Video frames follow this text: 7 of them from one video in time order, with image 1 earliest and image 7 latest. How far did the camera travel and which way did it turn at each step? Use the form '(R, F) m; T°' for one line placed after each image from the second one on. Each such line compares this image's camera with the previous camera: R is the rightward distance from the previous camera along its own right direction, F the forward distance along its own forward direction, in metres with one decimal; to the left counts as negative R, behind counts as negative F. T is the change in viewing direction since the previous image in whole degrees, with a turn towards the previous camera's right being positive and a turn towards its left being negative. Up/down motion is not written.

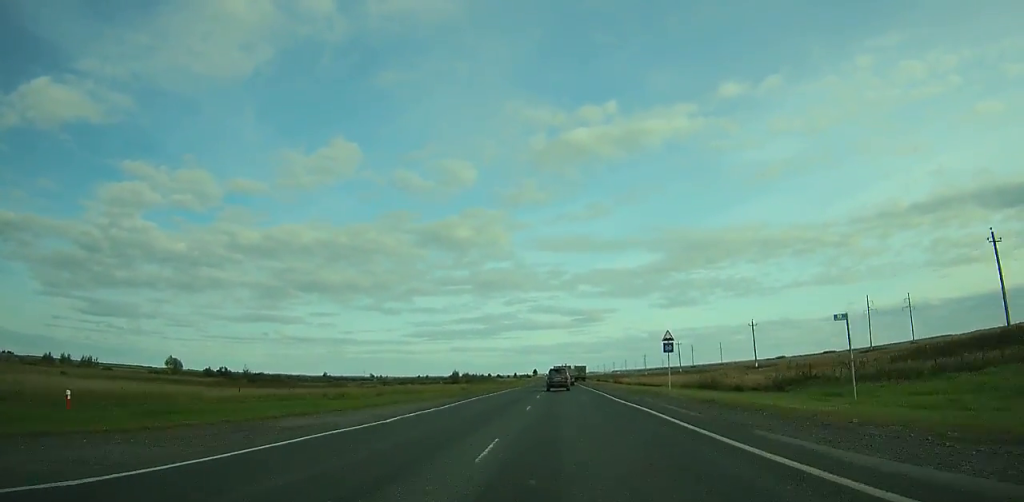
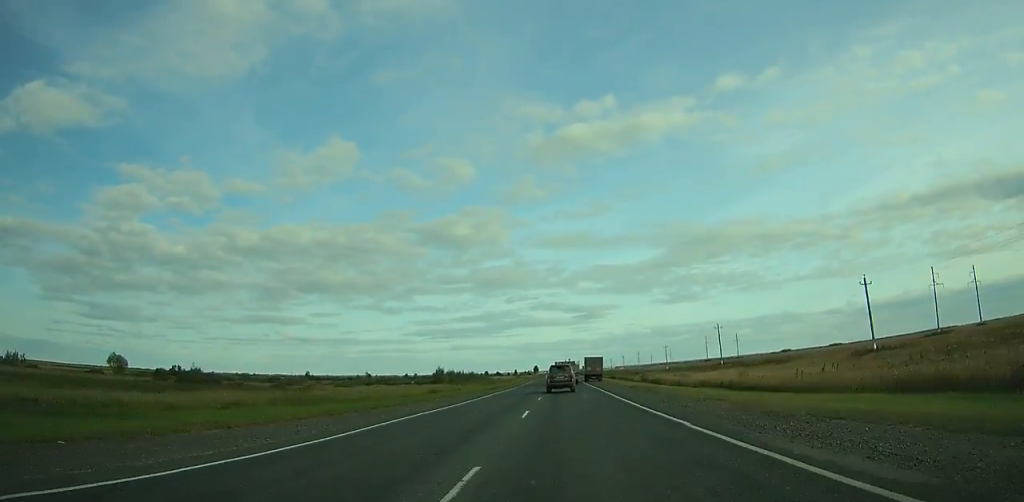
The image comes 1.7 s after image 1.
(0.0, +40.8) m; 0°
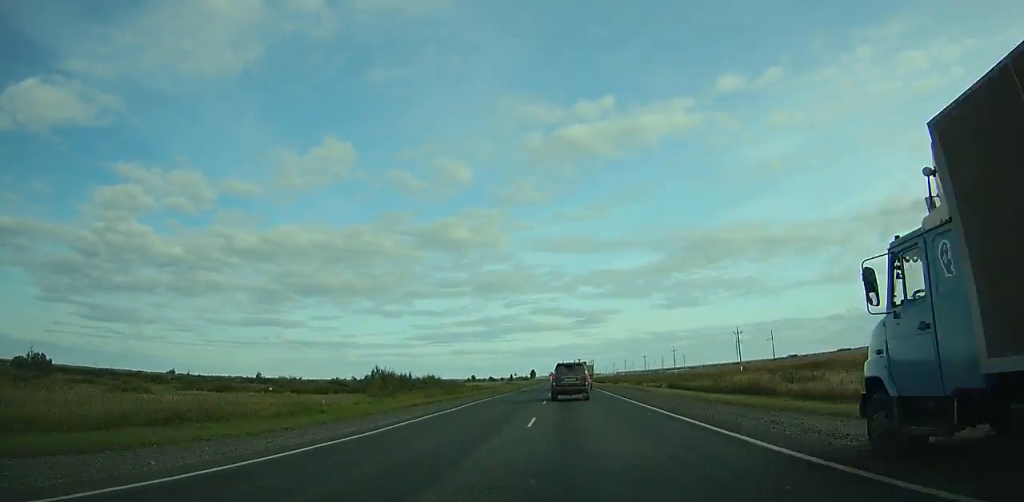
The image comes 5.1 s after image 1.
(-0.1, +76.6) m; 0°
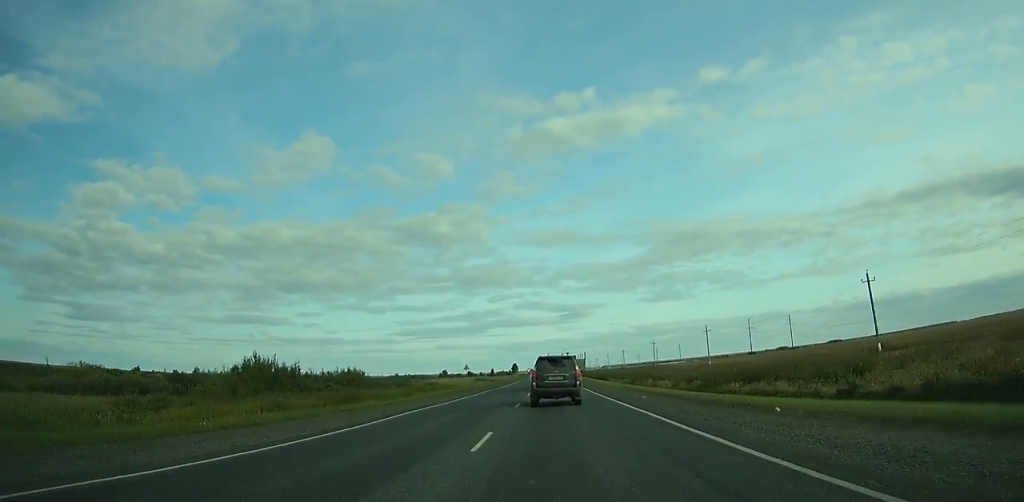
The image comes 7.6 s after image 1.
(+0.1, +52.9) m; +1°
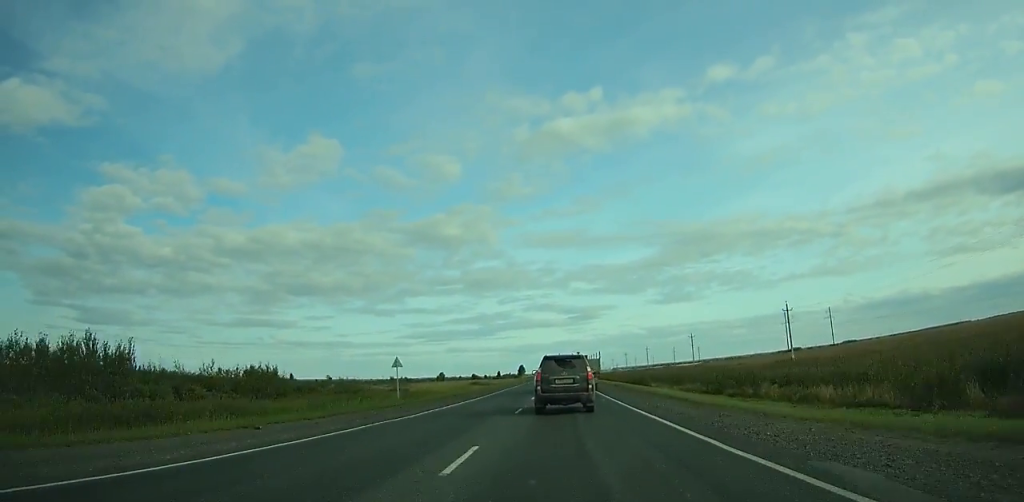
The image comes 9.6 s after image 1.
(+0.3, +39.4) m; 0°
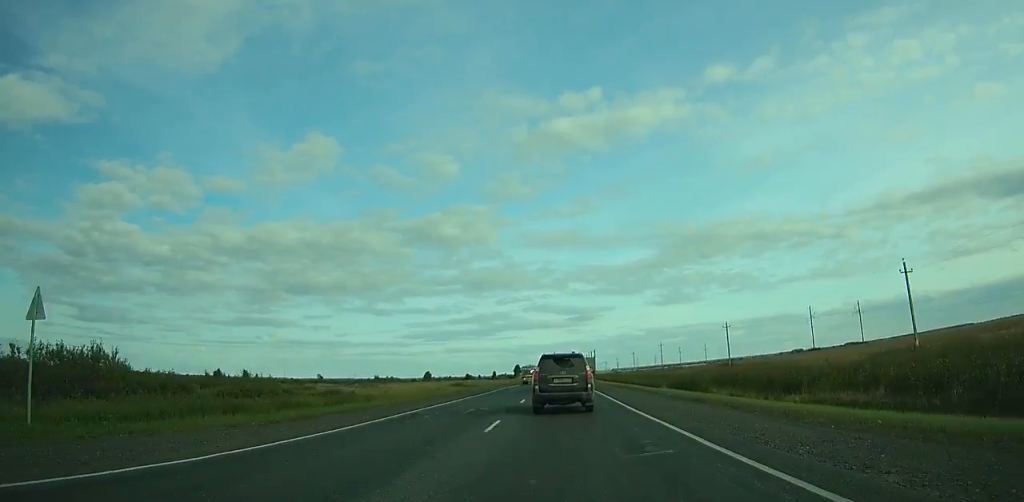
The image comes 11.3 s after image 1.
(+0.1, +32.6) m; 0°
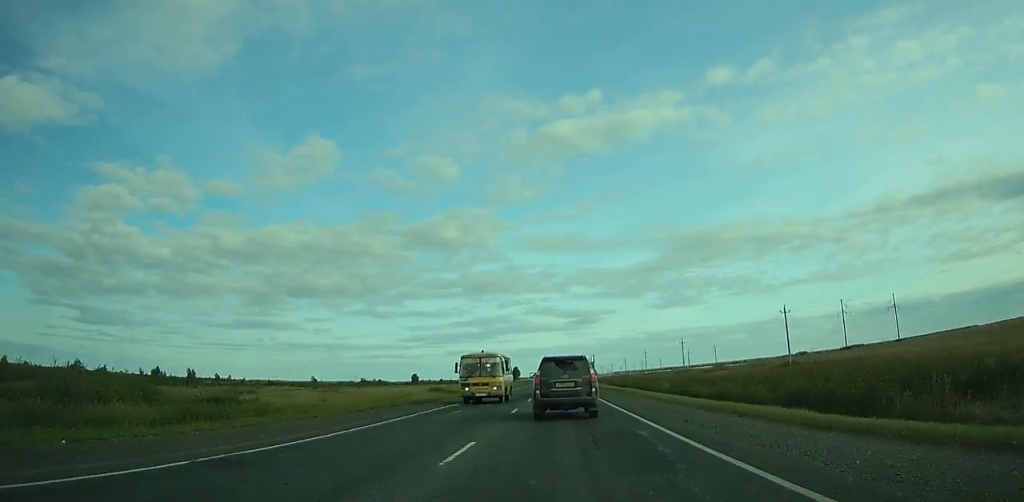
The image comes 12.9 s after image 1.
(+0.1, +29.4) m; 0°
